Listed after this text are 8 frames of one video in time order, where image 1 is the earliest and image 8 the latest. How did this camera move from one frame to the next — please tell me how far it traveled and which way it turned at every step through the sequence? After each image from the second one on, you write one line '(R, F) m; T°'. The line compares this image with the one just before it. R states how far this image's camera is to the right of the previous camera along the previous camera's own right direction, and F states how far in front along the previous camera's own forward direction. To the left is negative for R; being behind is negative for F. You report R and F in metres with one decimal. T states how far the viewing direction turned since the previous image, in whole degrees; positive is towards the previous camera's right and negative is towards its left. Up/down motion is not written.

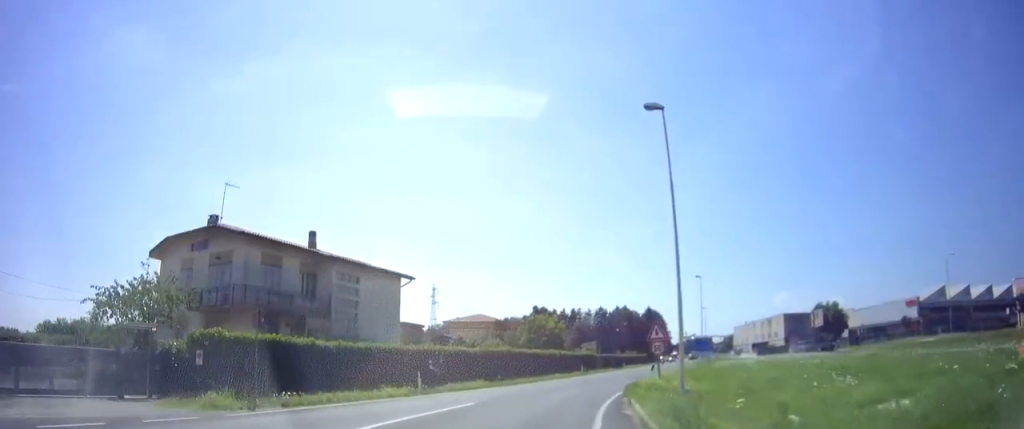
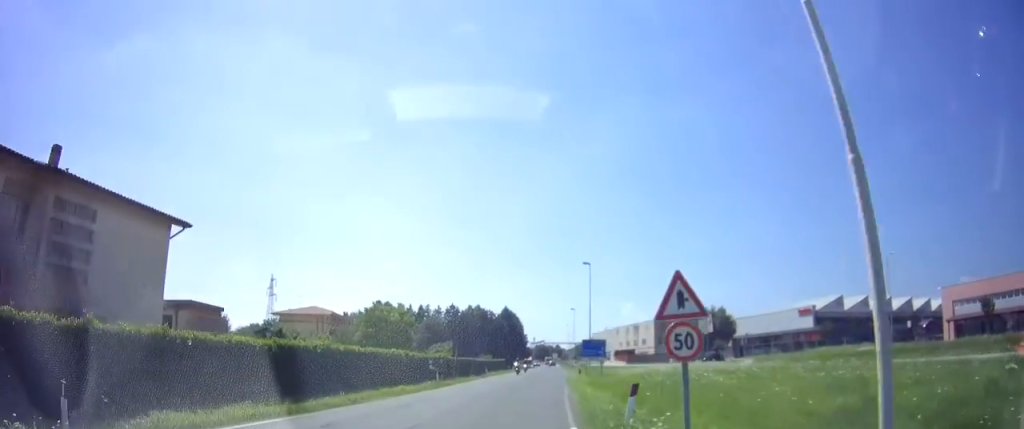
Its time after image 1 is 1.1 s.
(+1.5, +12.9) m; +15°
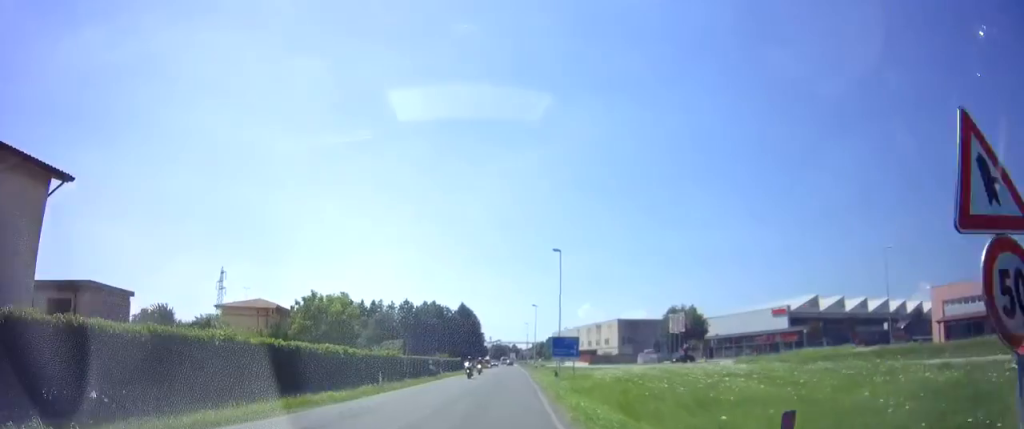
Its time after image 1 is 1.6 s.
(+0.4, +5.6) m; +5°
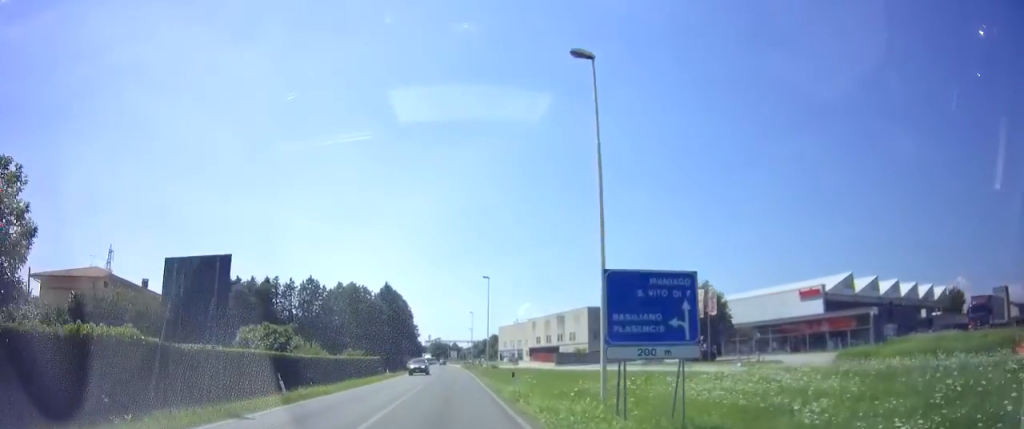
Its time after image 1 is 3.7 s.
(+3.6, +26.8) m; +10°
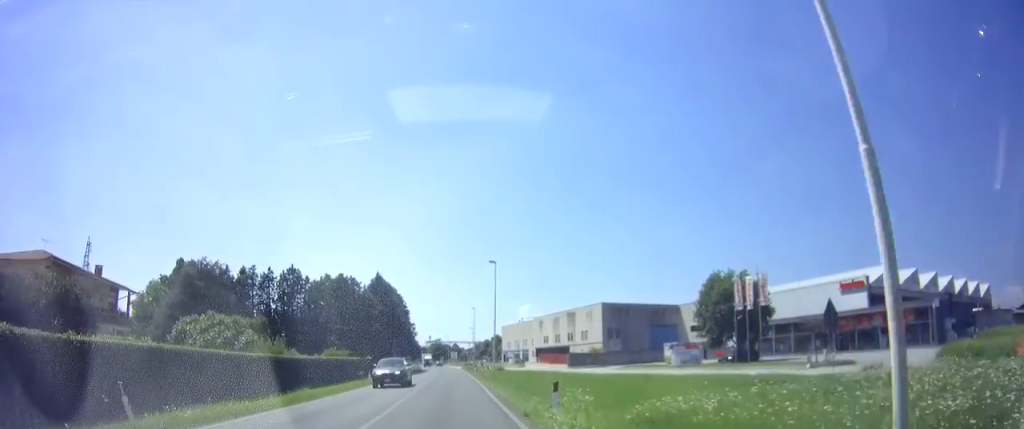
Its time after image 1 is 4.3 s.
(0.0, +9.0) m; 0°
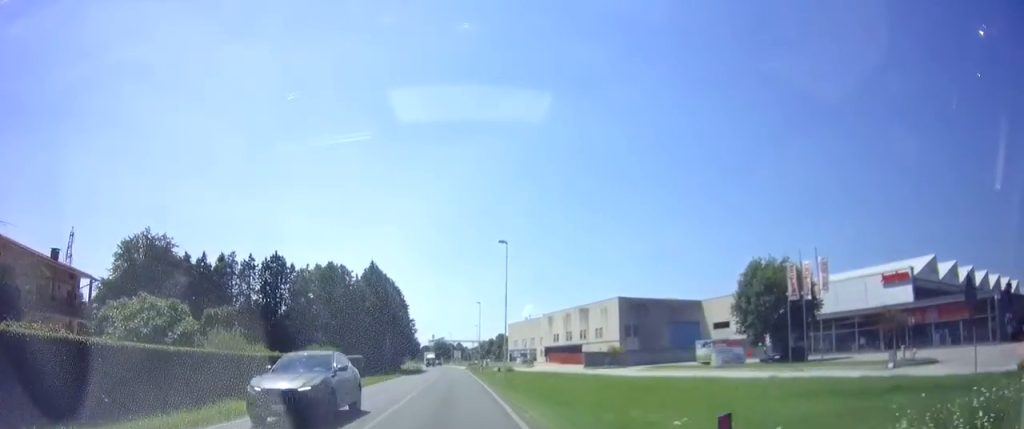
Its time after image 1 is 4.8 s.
(0.0, +7.6) m; 0°
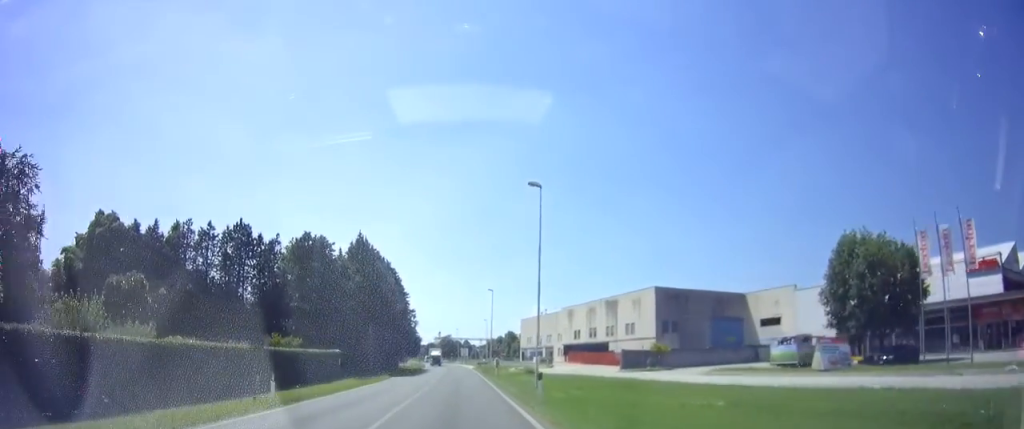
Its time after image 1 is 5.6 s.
(0.0, +12.9) m; 0°
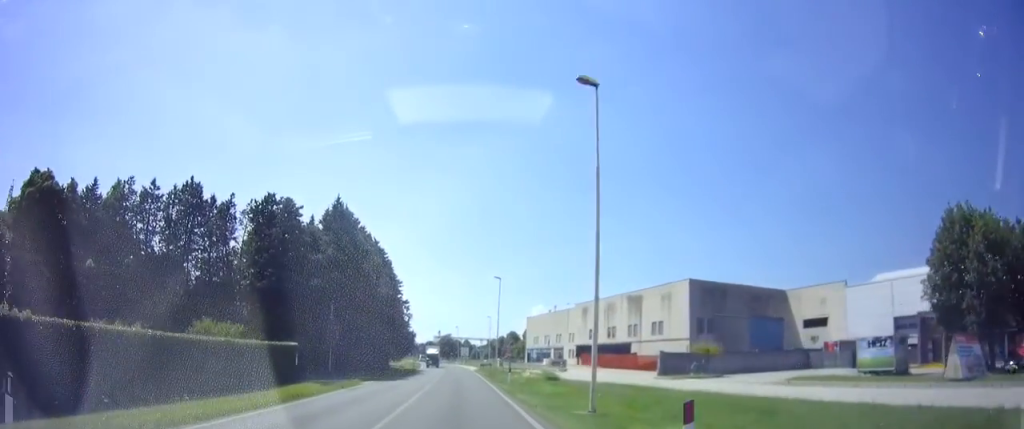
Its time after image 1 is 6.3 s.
(0.0, +10.6) m; 0°
